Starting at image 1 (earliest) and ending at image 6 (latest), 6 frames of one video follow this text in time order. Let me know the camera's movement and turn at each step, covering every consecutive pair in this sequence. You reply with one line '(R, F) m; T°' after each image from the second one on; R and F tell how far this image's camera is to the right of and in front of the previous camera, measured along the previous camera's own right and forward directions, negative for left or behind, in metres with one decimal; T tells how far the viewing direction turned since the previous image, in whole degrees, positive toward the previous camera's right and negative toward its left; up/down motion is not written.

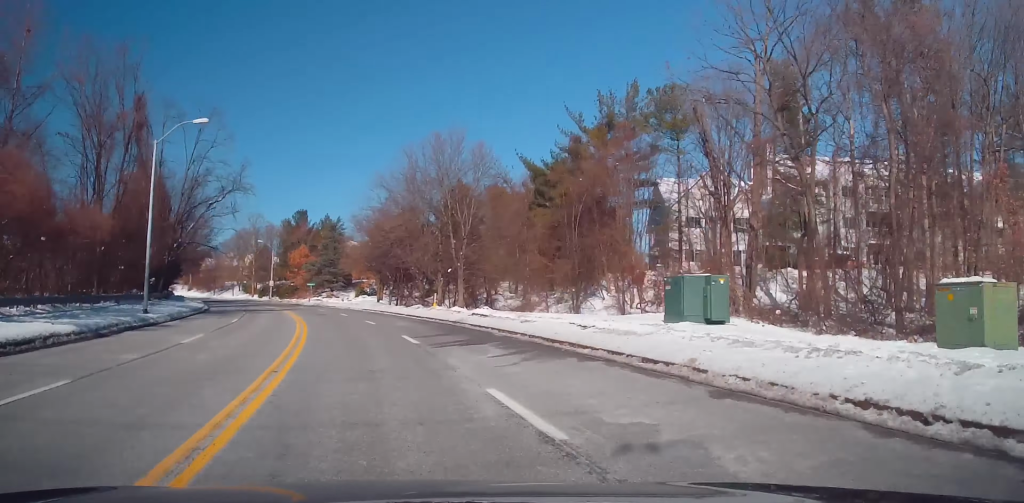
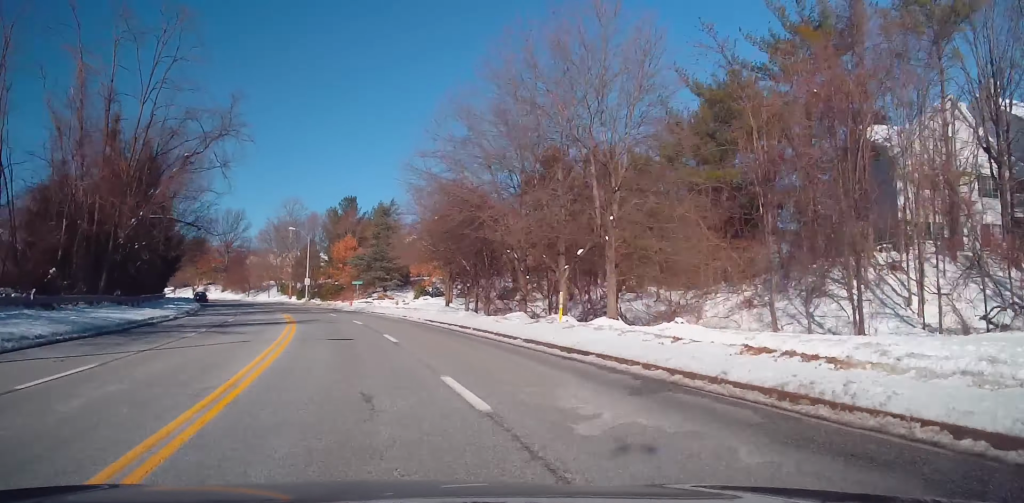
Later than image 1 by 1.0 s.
(-1.4, +21.9) m; -4°
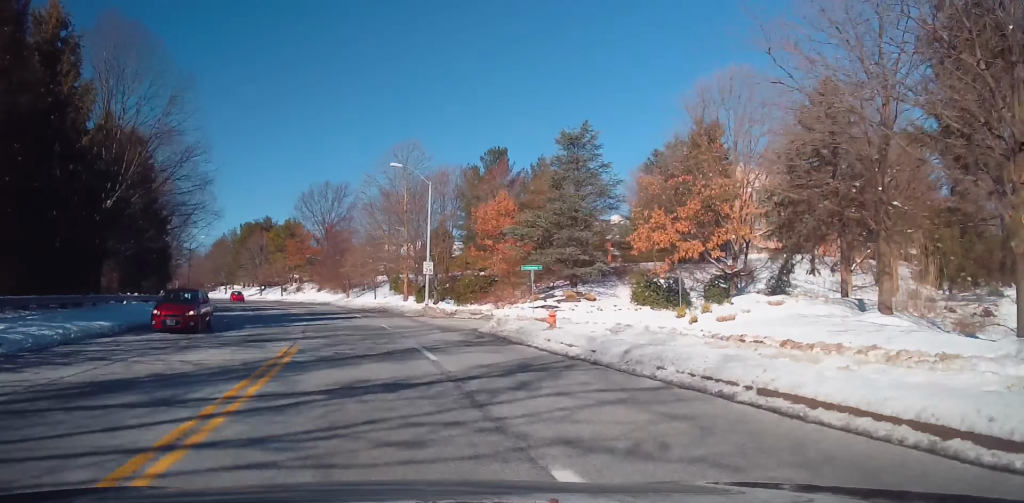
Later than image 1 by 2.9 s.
(-2.6, +41.1) m; -9°
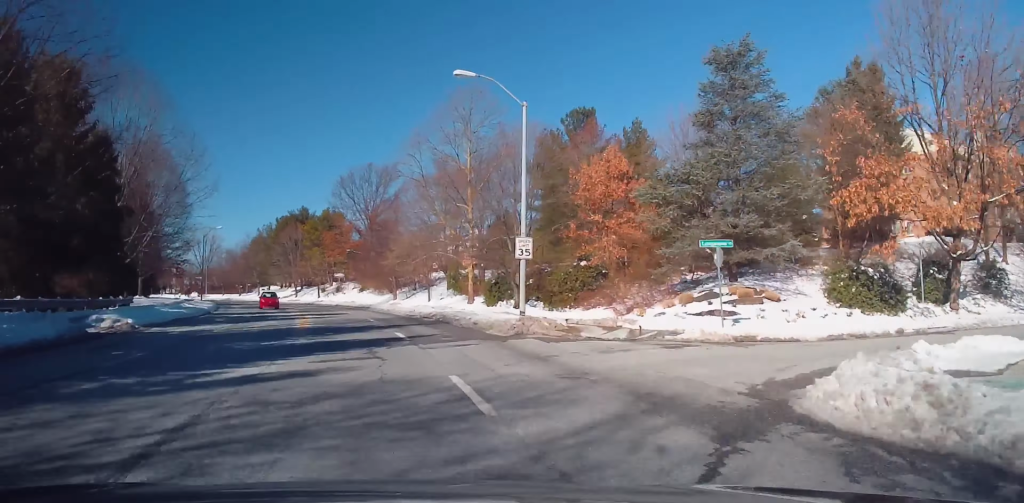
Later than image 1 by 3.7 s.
(+0.6, +17.7) m; -4°
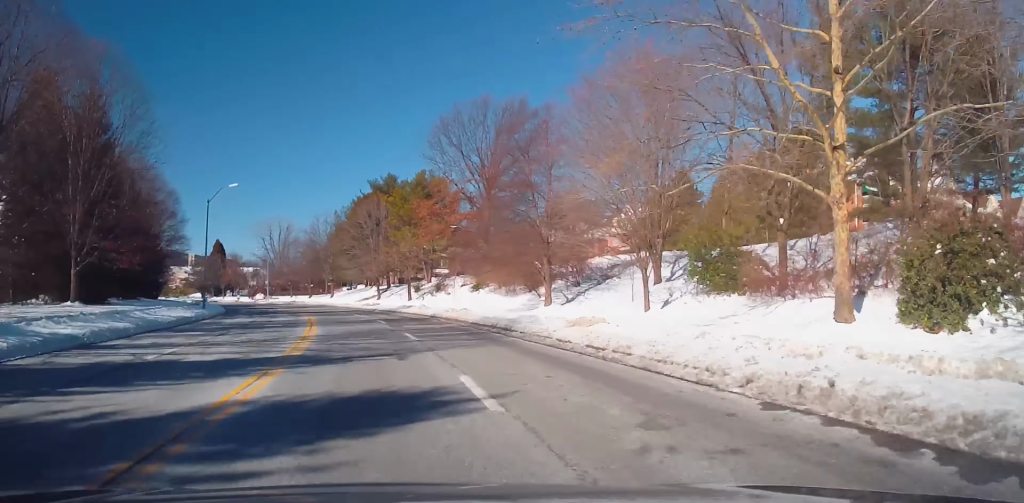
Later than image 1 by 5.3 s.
(-4.0, +34.7) m; -11°
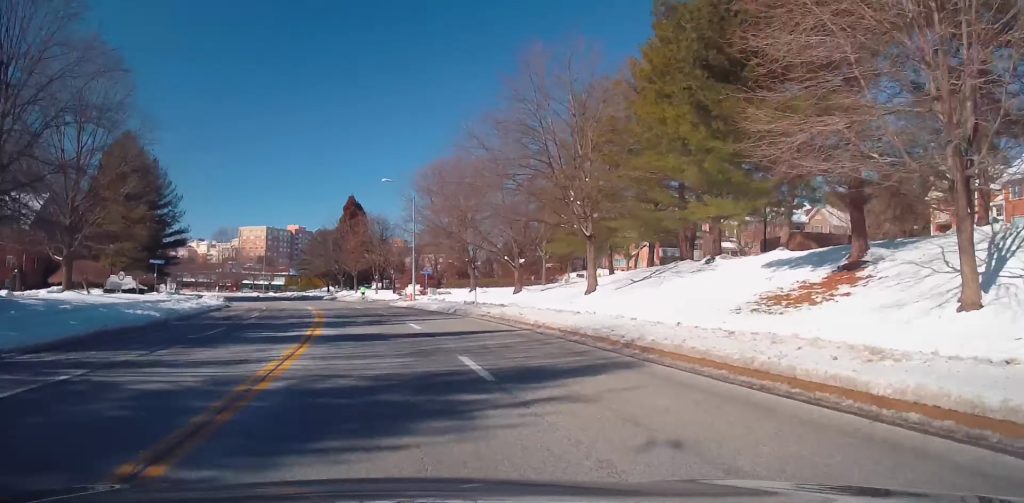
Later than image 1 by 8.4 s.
(-11.6, +65.0) m; -19°
